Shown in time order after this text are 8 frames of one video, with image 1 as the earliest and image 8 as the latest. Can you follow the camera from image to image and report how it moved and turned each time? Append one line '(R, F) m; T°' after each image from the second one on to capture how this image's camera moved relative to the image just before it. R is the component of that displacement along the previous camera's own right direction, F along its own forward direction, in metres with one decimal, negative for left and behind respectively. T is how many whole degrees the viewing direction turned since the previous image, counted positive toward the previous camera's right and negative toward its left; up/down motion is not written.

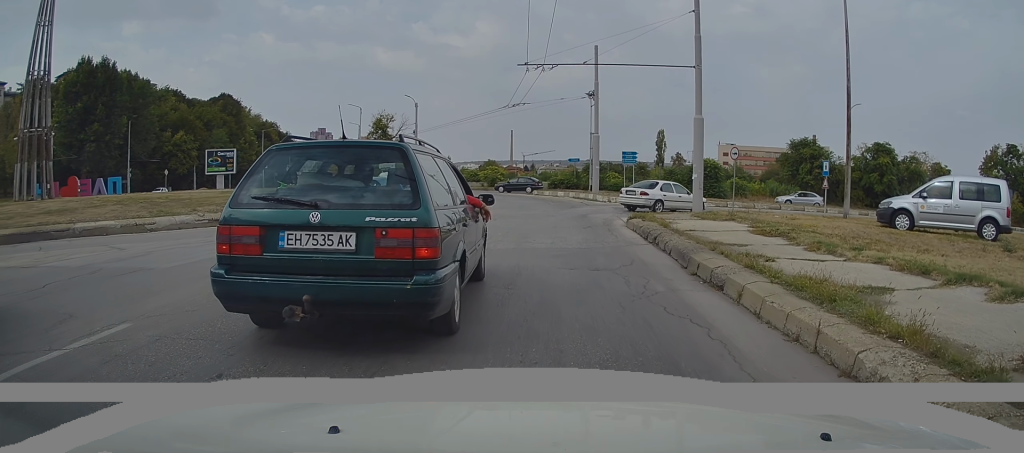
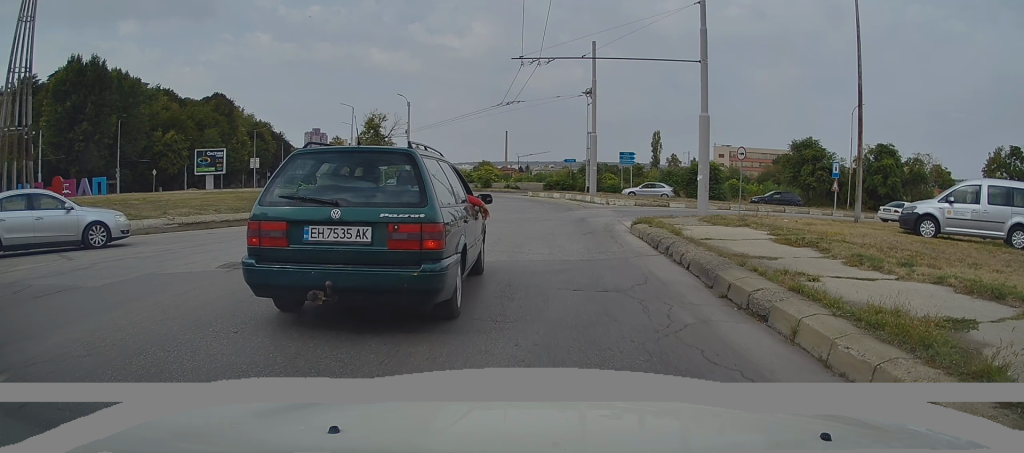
(-0.2, +1.4) m; 0°
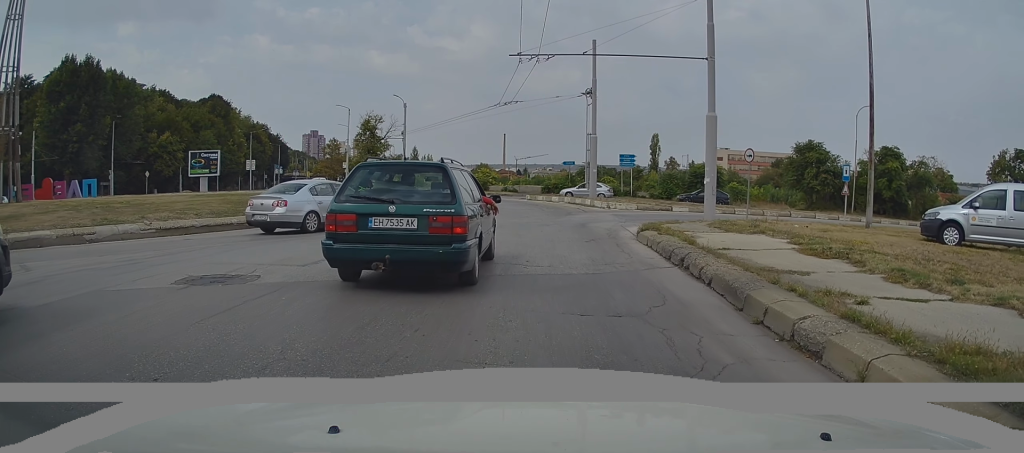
(+0.1, +1.0) m; 0°
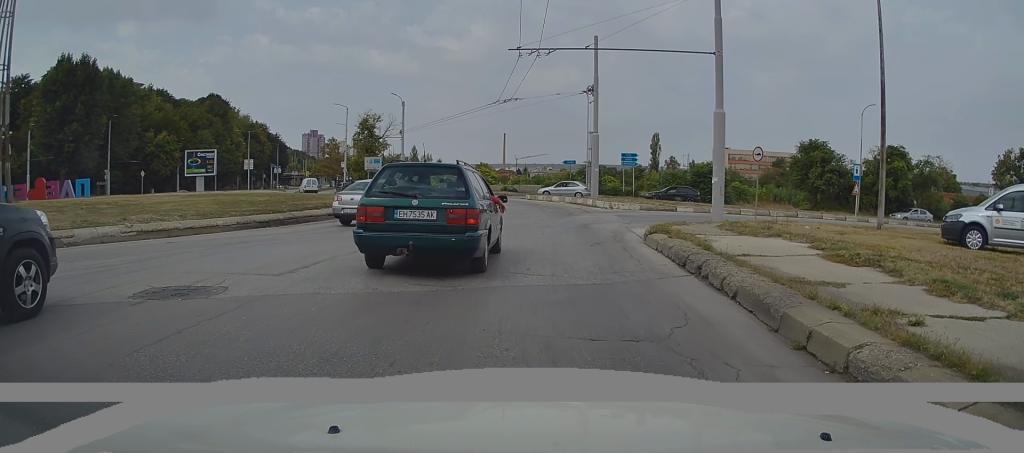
(+0.1, +0.9) m; +1°
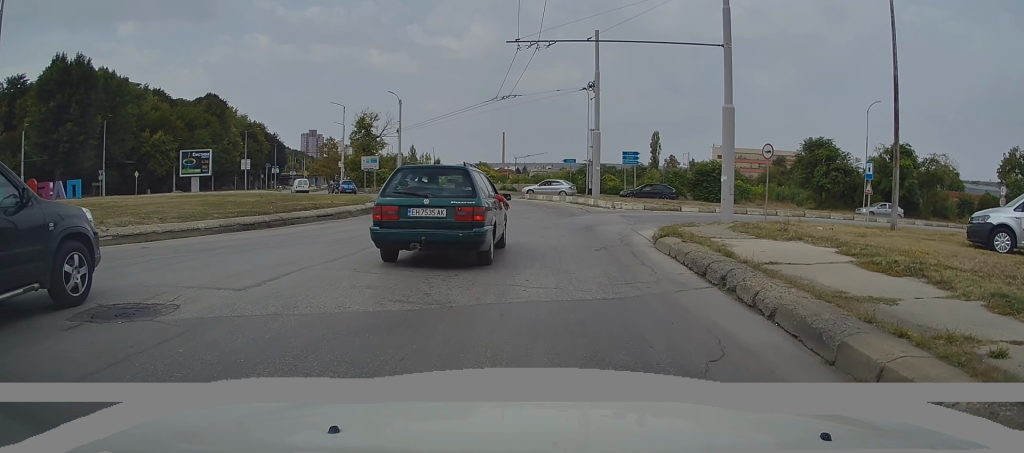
(0.0, +0.8) m; 0°
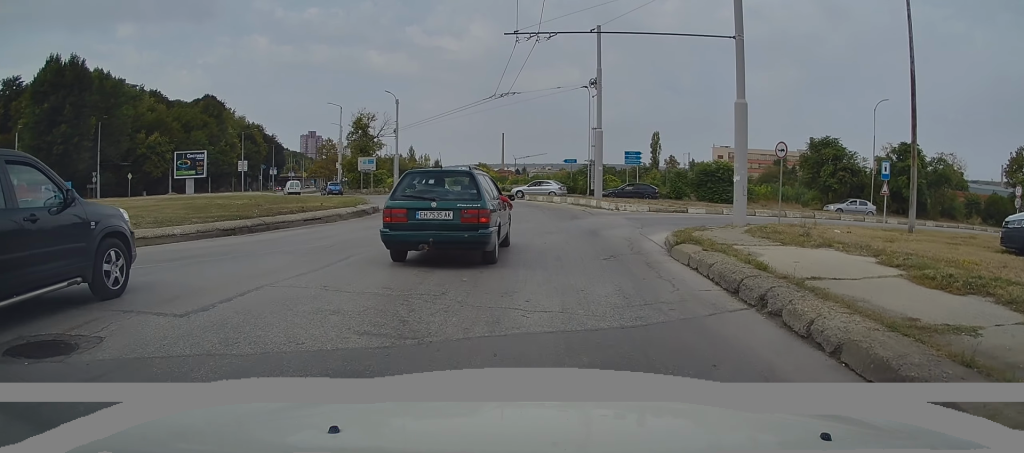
(0.0, +1.3) m; 0°
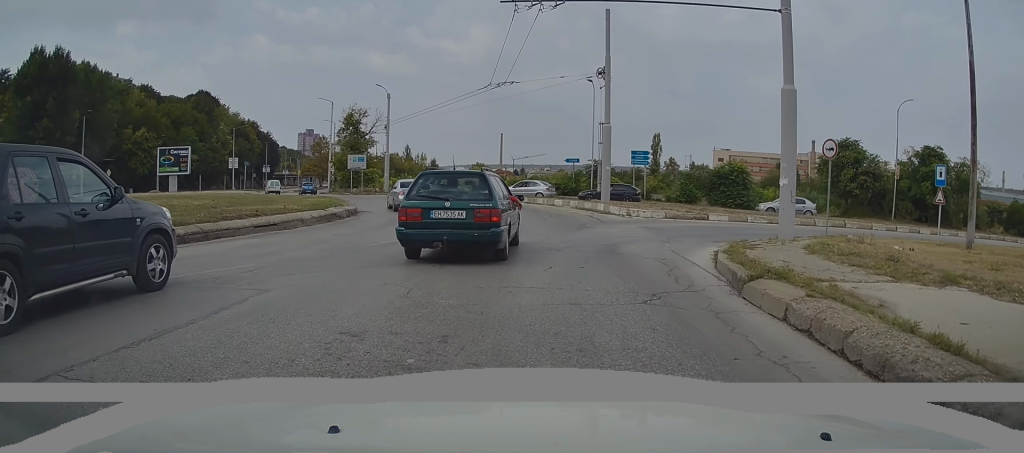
(0.0, +3.3) m; -1°
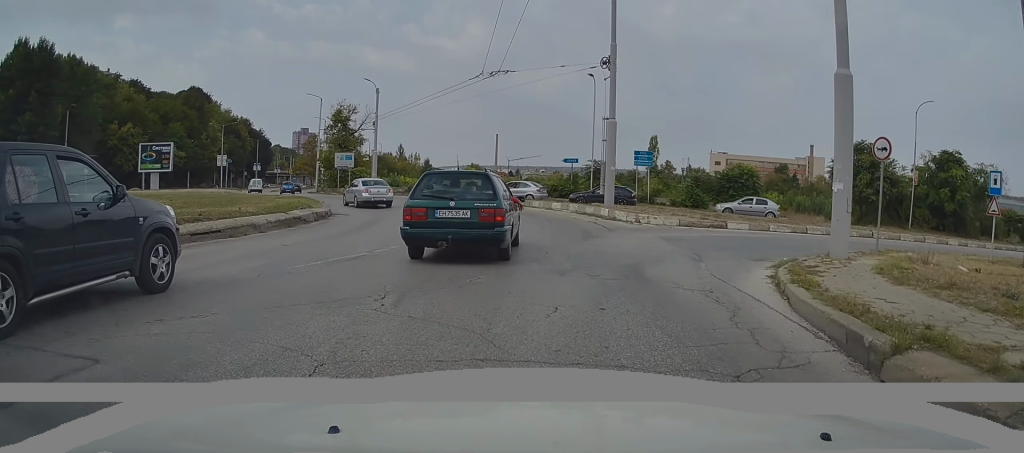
(+0.1, +2.8) m; -1°
